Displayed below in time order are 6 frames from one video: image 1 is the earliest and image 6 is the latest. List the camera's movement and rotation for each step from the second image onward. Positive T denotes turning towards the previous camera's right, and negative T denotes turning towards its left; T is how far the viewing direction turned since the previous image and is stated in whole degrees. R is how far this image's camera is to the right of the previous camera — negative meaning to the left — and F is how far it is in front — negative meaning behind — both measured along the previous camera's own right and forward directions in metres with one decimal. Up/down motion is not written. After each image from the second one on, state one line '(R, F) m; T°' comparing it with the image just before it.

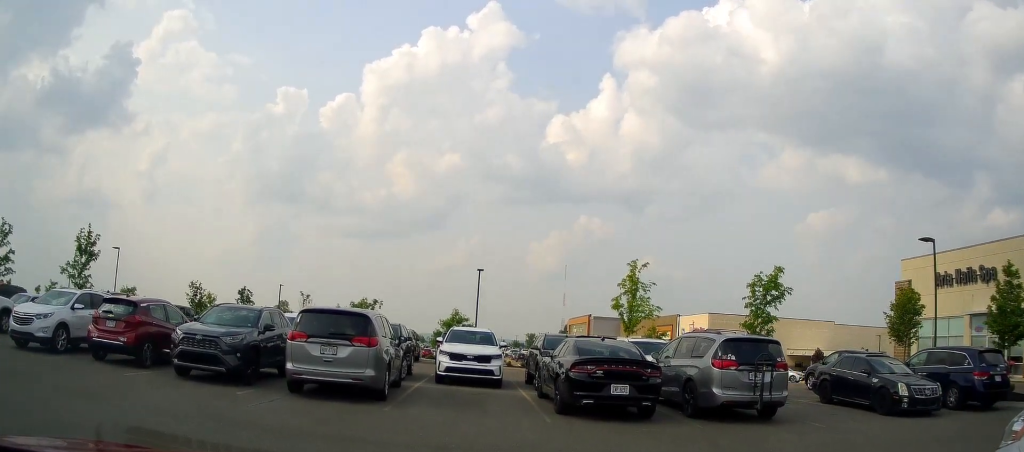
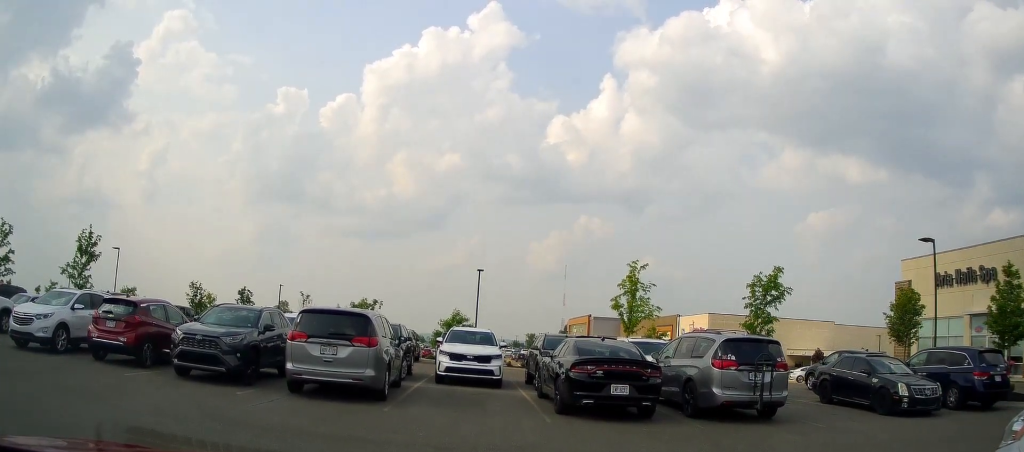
(+0.1, +0.2) m; 0°
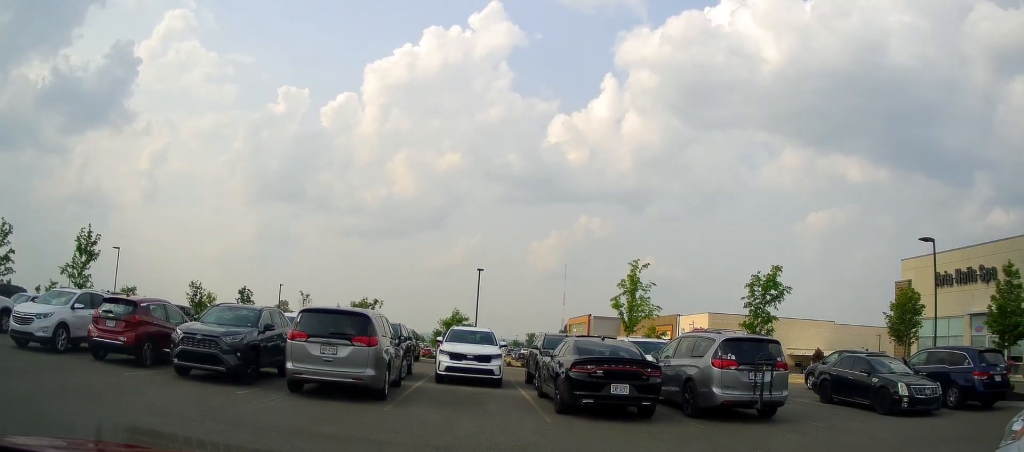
(0.0, 0.0) m; 0°
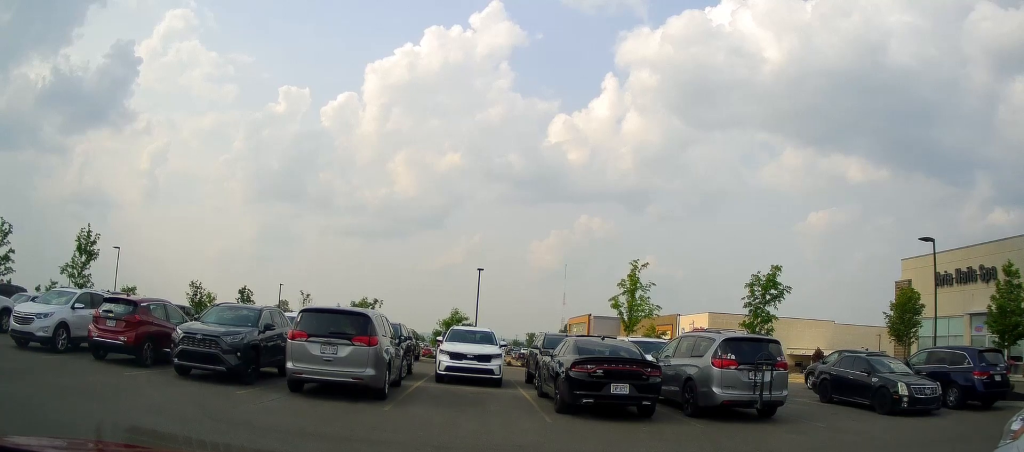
(0.0, 0.0) m; 0°
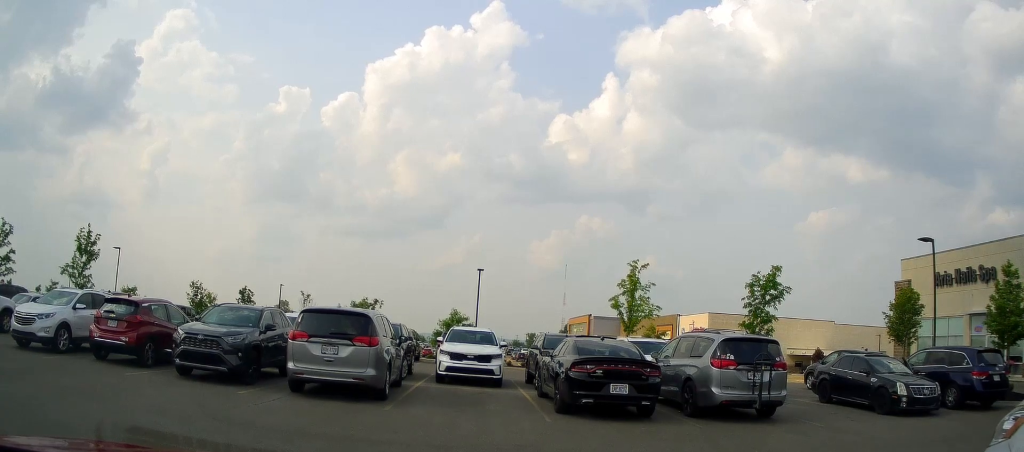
(0.0, 0.0) m; 0°
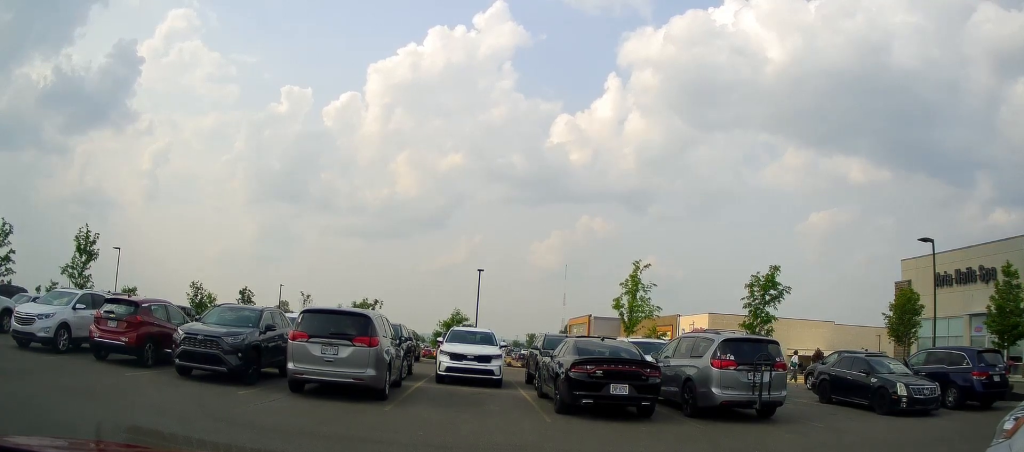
(0.0, 0.0) m; 0°
